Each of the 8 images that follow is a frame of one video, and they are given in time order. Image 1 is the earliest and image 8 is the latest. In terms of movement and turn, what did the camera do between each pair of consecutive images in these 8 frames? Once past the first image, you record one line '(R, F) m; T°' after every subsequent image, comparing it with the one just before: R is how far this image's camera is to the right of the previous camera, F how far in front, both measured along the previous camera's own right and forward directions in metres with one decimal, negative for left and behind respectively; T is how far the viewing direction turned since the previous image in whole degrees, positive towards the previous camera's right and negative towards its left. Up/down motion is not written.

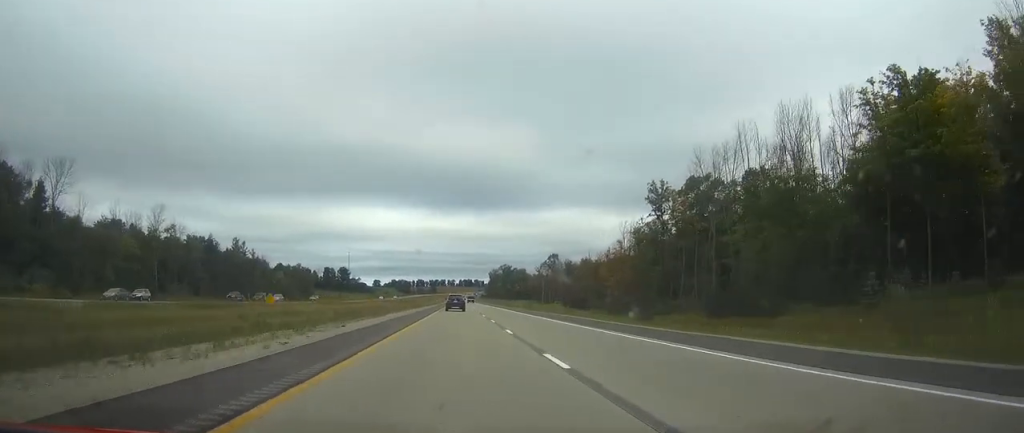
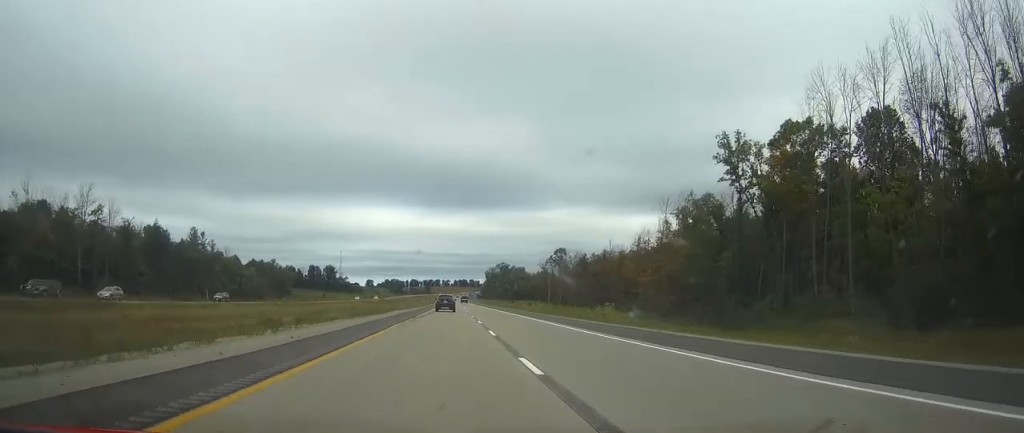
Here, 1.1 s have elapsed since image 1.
(+0.1, +37.3) m; 0°
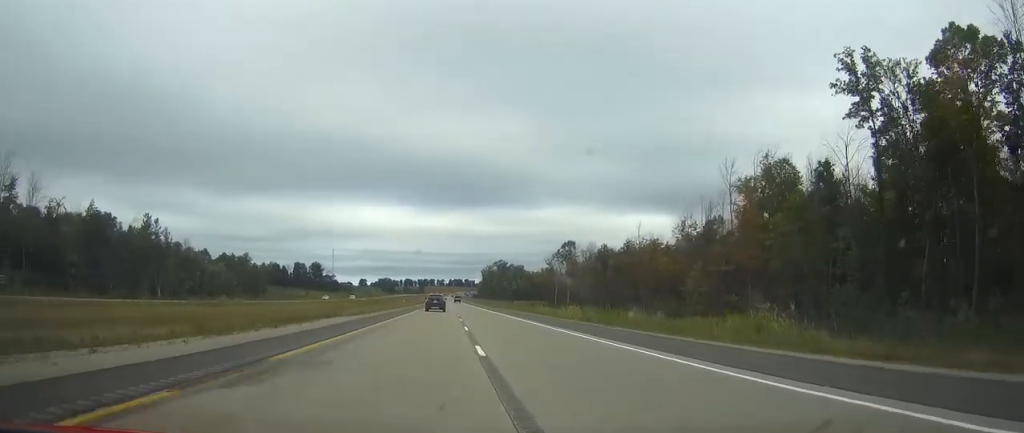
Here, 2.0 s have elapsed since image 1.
(+0.1, +32.7) m; 0°
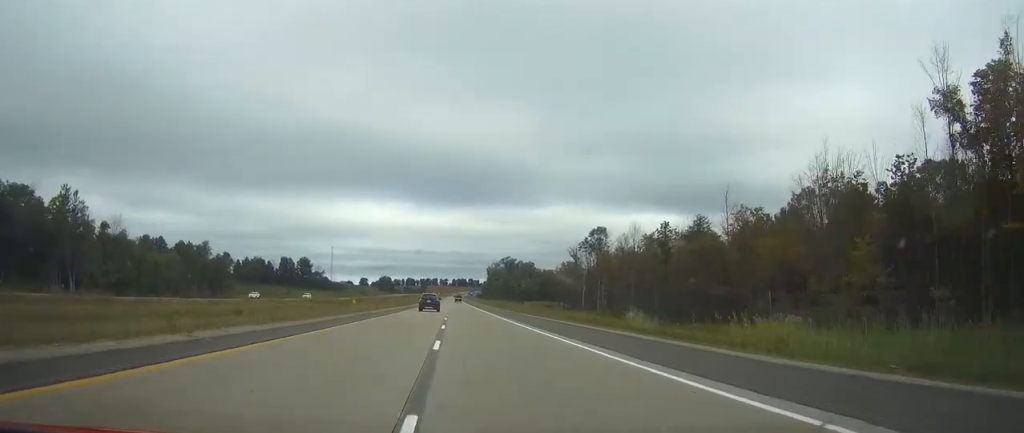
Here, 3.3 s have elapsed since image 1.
(0.0, +46.8) m; 0°
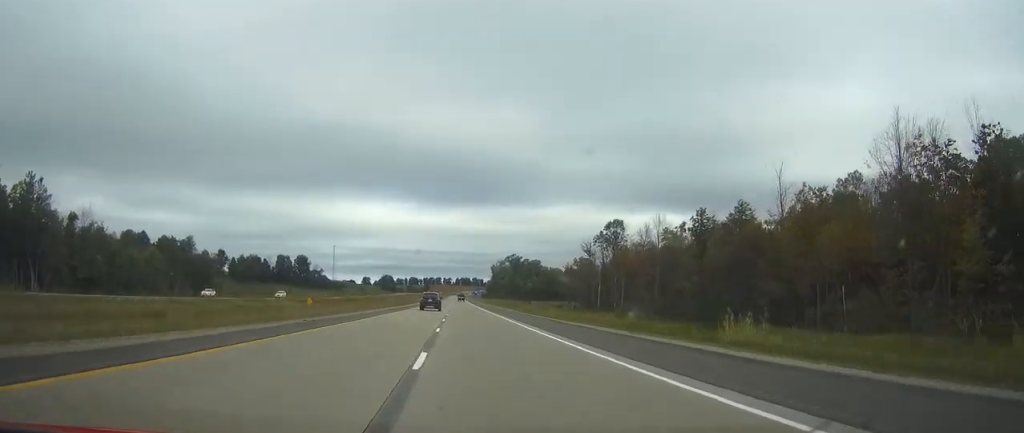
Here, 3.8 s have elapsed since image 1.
(-0.1, +16.4) m; 0°
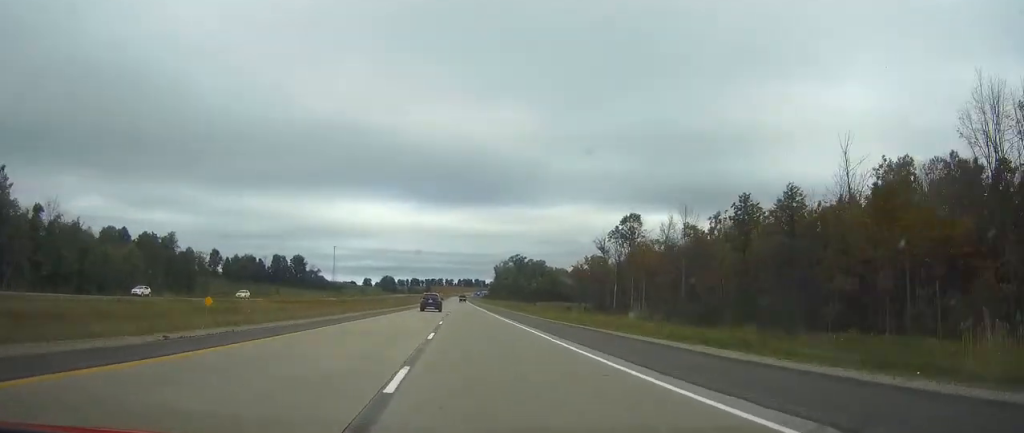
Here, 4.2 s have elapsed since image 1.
(0.0, +15.3) m; 0°
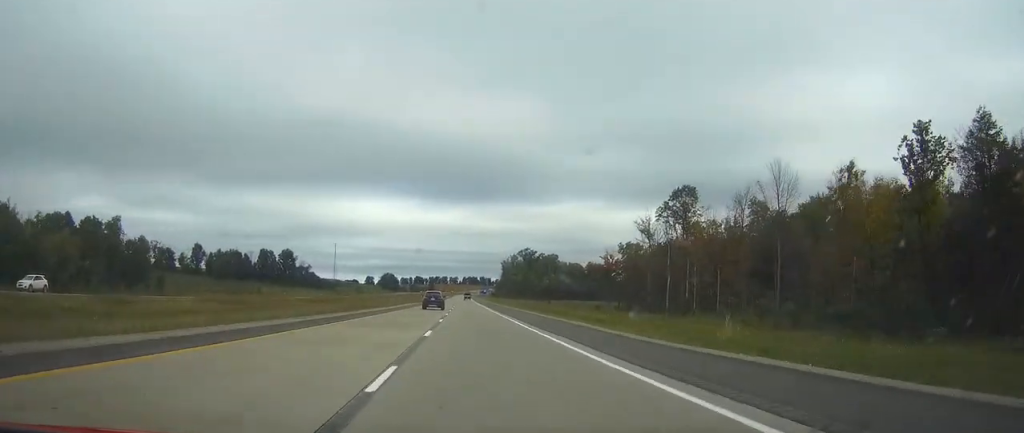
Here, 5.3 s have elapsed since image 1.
(-0.1, +36.3) m; 0°
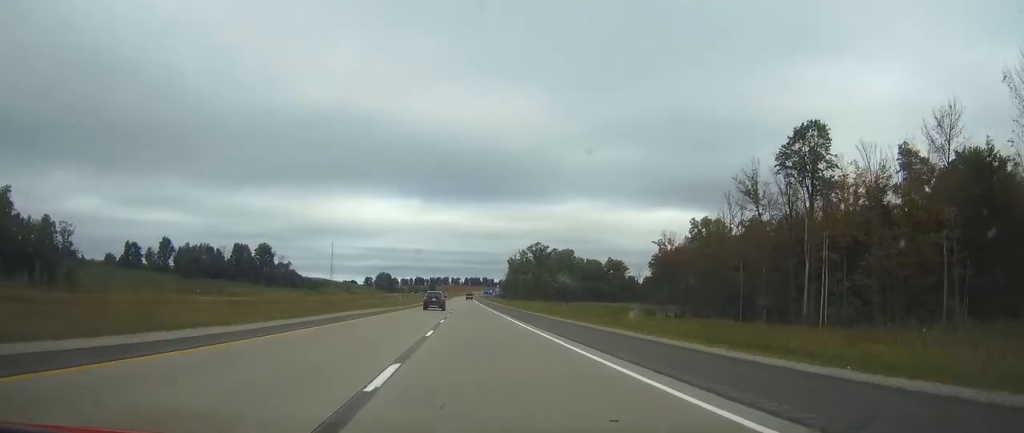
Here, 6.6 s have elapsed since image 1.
(-0.1, +47.9) m; 0°
